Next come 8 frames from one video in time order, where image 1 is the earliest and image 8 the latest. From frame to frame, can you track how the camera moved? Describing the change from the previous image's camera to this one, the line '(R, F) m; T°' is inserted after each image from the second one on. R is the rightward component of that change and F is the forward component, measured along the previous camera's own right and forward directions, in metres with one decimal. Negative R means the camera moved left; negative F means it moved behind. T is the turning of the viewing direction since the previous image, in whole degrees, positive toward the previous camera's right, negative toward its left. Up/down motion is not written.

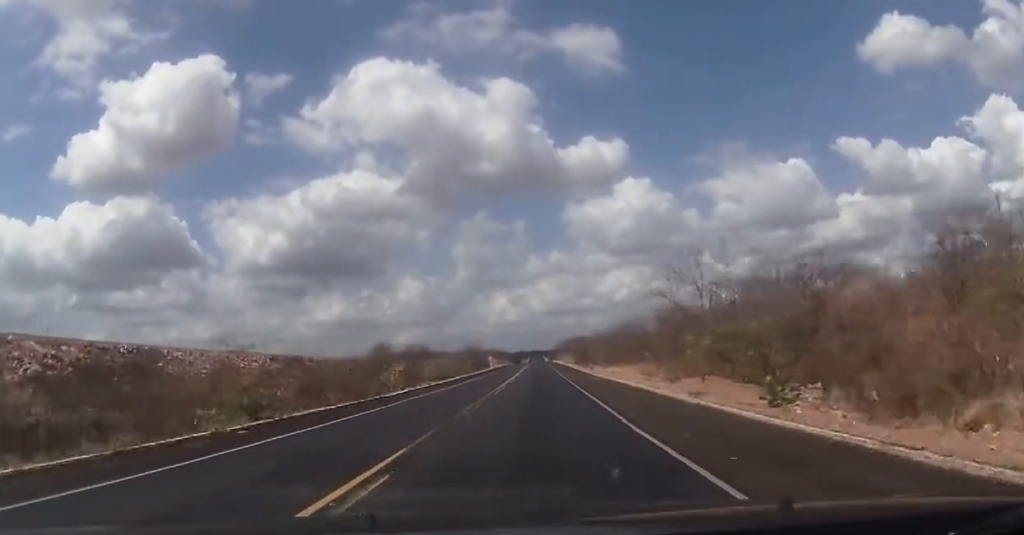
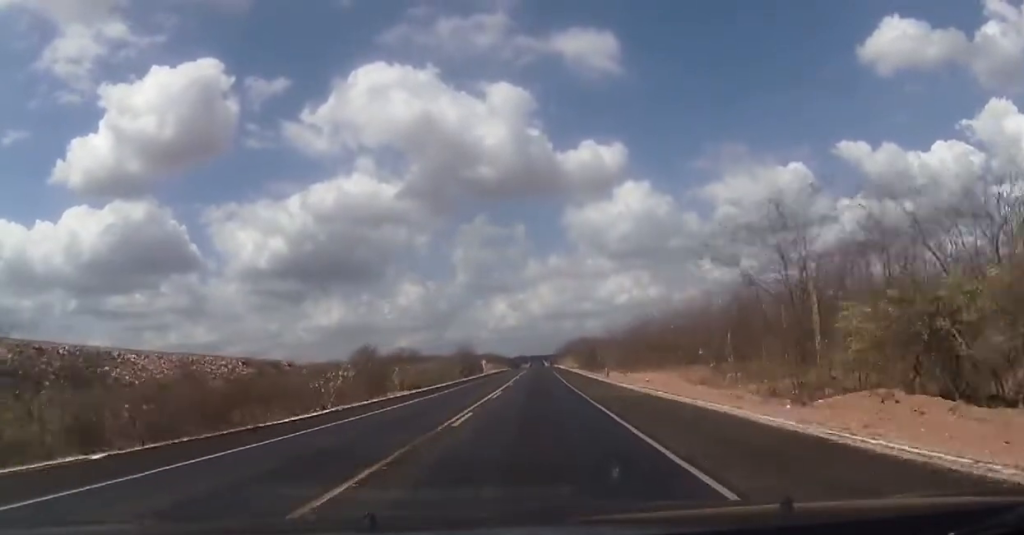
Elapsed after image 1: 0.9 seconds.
(0.0, +15.4) m; 0°
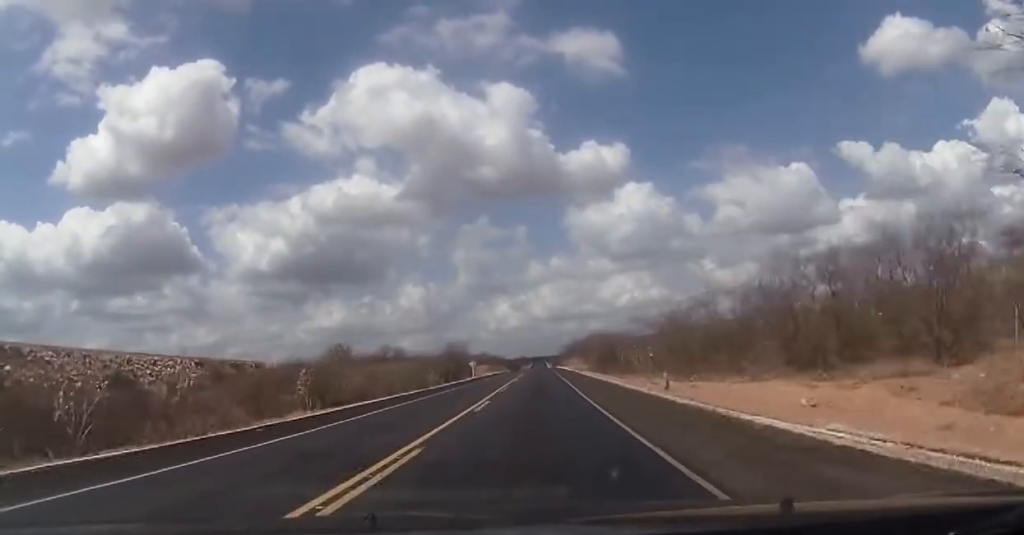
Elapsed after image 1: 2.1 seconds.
(-0.1, +22.0) m; +1°
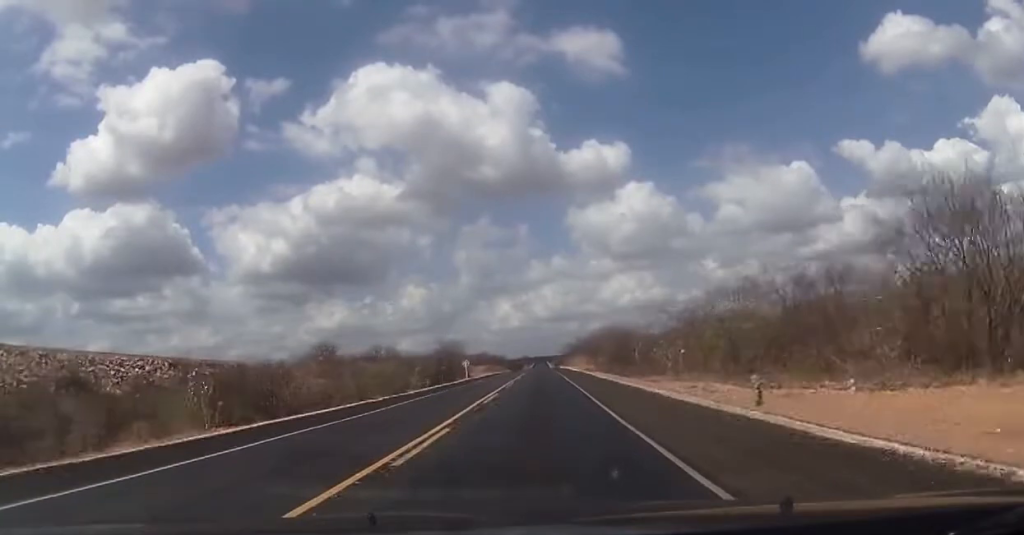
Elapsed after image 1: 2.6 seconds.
(+0.1, +10.6) m; 0°
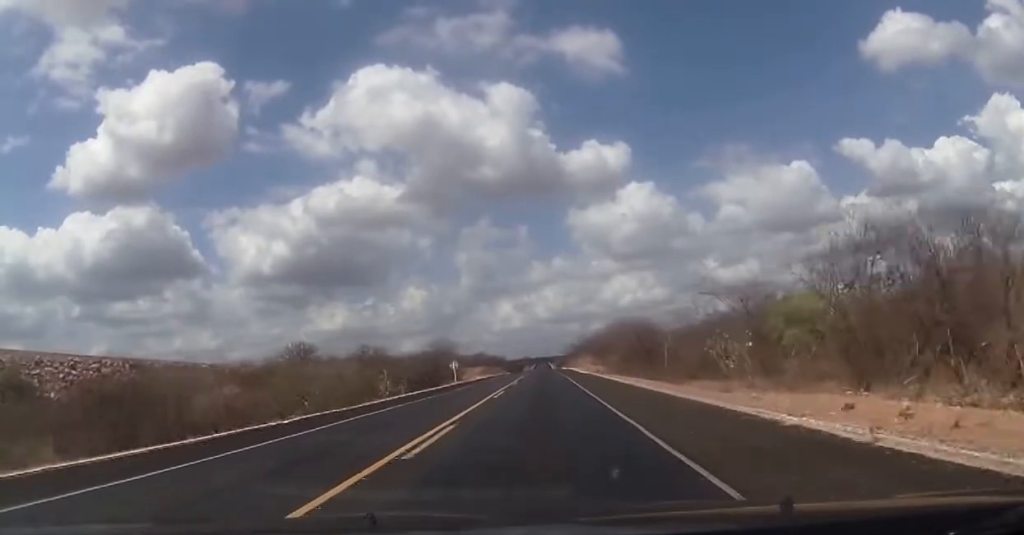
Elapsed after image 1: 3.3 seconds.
(+0.4, +12.6) m; 0°
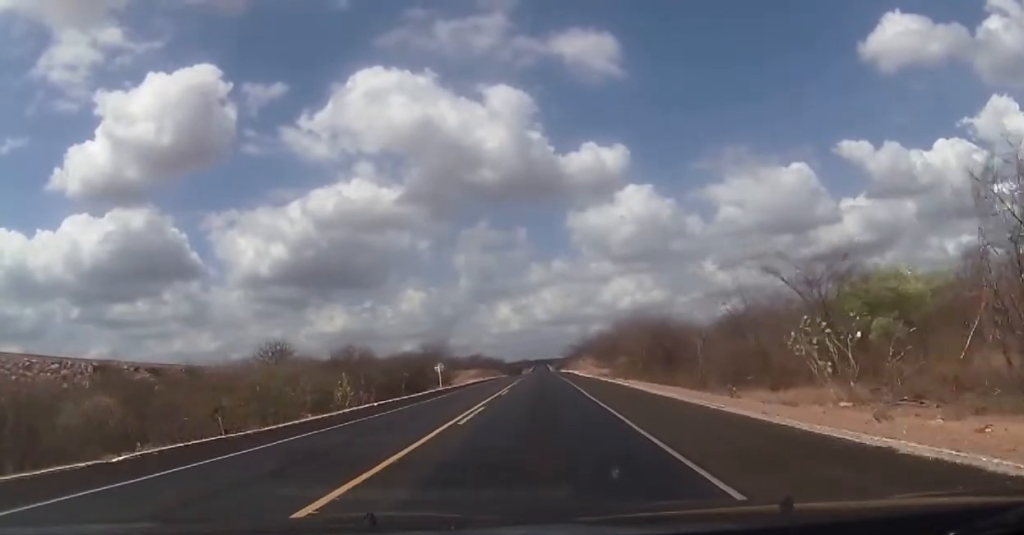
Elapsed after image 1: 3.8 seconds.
(-0.2, +9.6) m; -1°
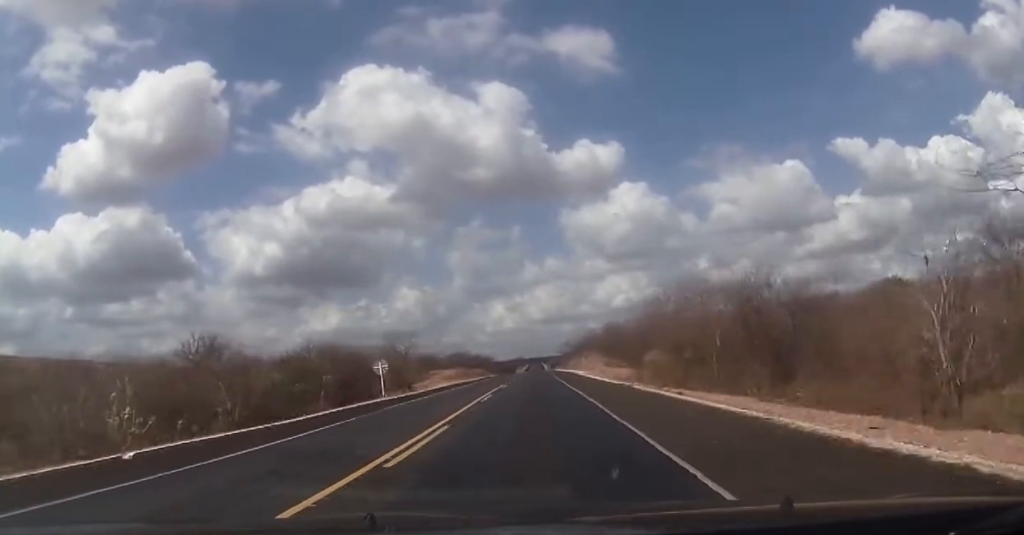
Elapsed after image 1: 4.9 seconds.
(-0.5, +21.4) m; 0°
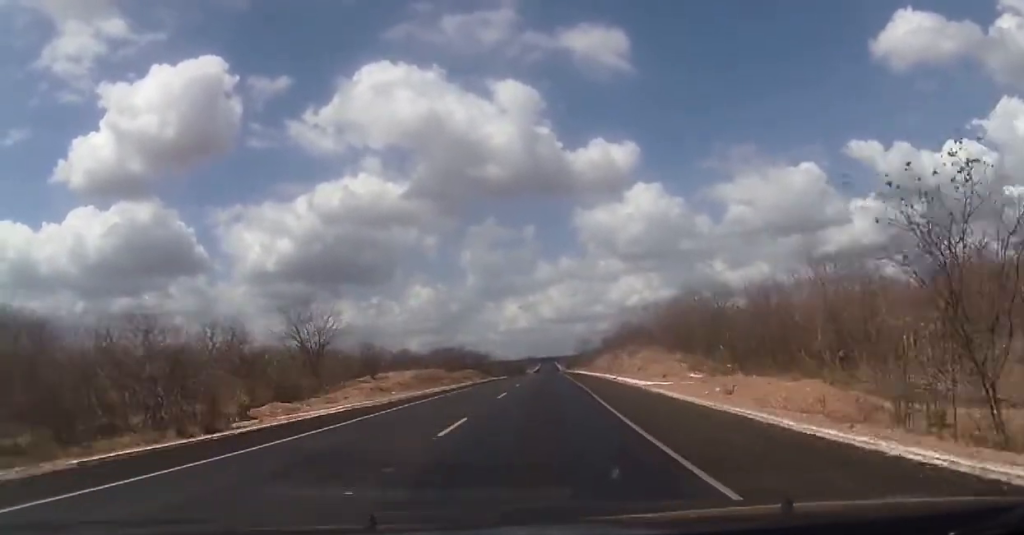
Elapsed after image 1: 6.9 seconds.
(+1.1, +39.7) m; +1°
